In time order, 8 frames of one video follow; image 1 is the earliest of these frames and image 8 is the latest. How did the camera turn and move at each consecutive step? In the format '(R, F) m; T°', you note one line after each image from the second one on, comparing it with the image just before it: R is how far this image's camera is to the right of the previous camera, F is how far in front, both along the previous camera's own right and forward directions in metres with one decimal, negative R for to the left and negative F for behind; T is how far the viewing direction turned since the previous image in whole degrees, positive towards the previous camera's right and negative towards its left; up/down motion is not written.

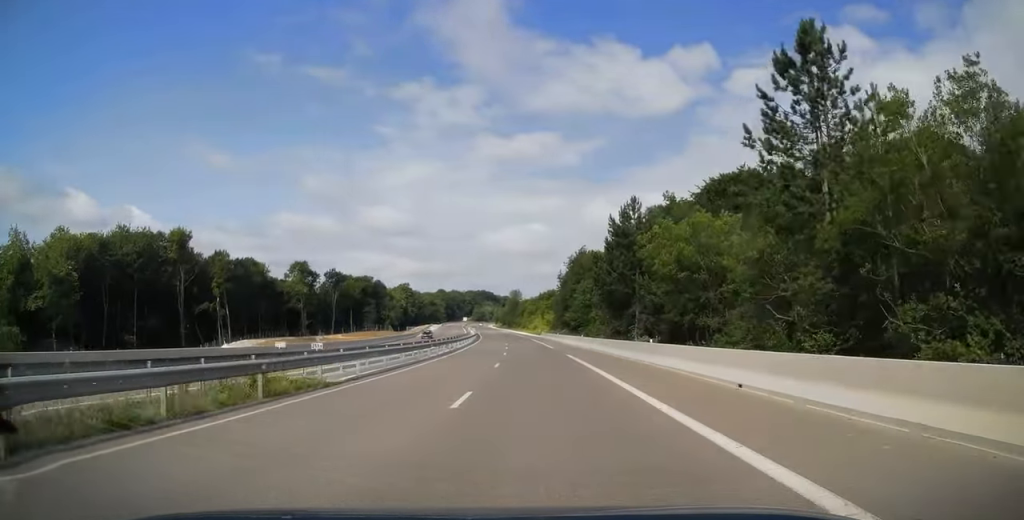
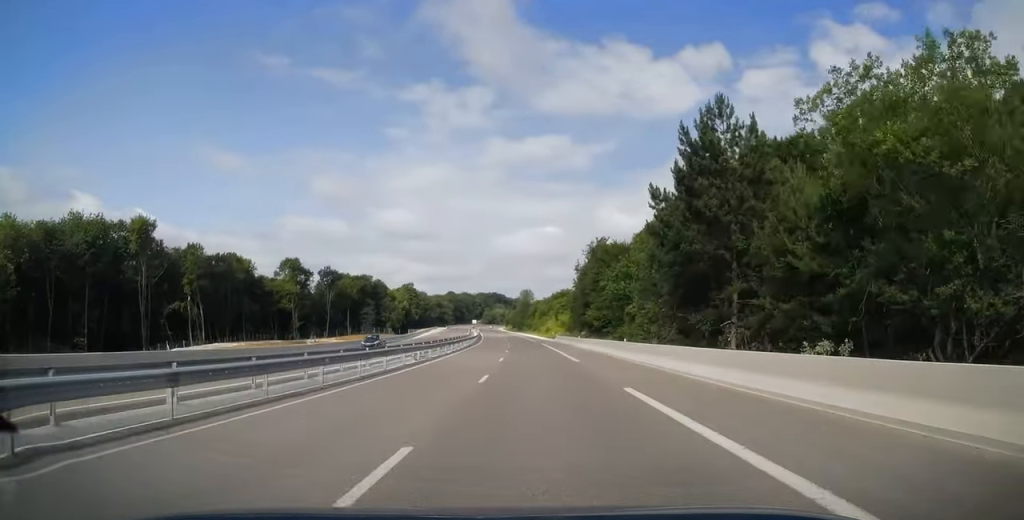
(-0.2, +19.9) m; -1°
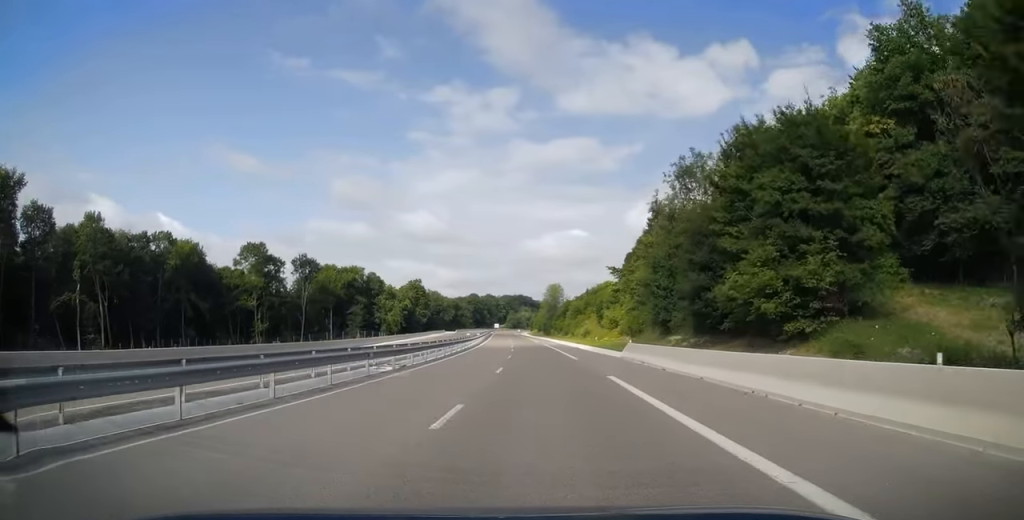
(-1.2, +47.8) m; -3°
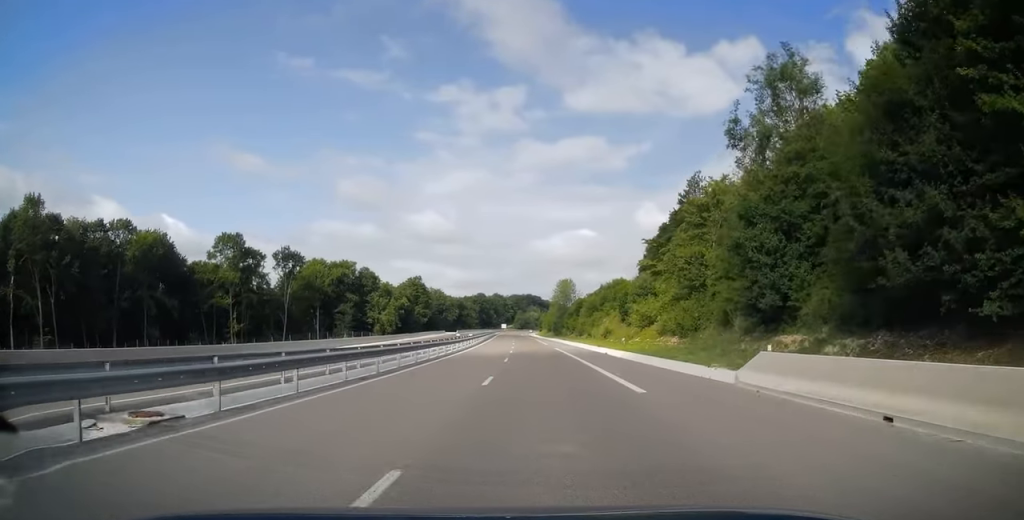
(-0.2, +18.8) m; -1°
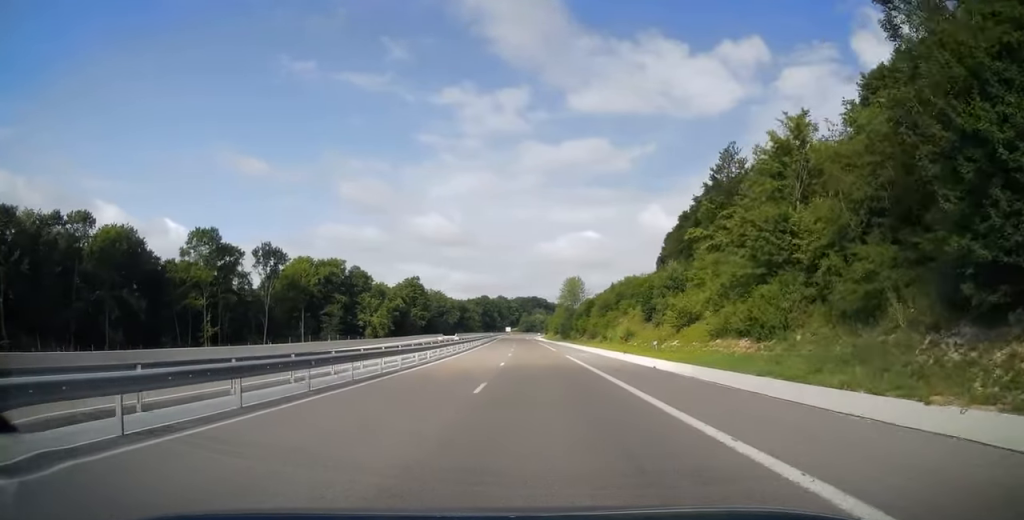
(+0.1, +15.0) m; -1°
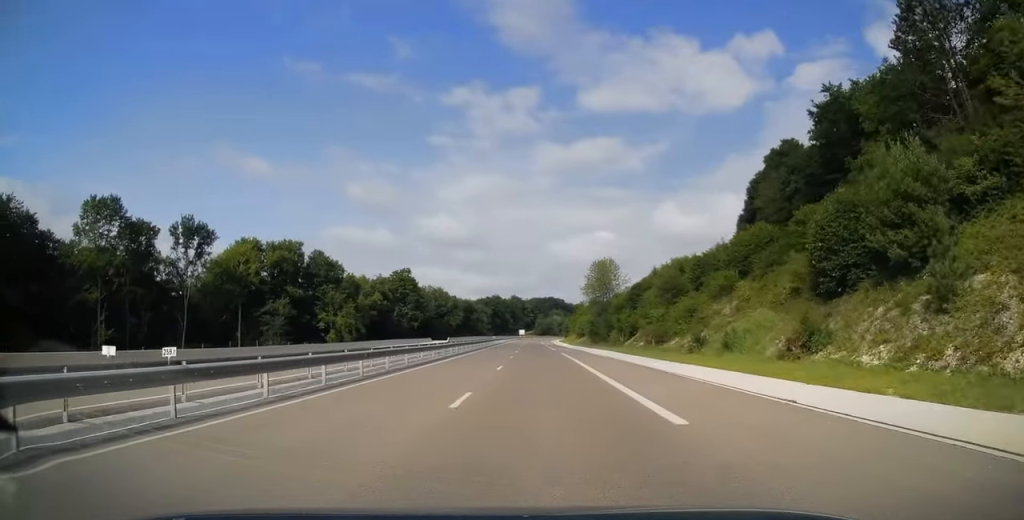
(-0.6, +42.1) m; -1°
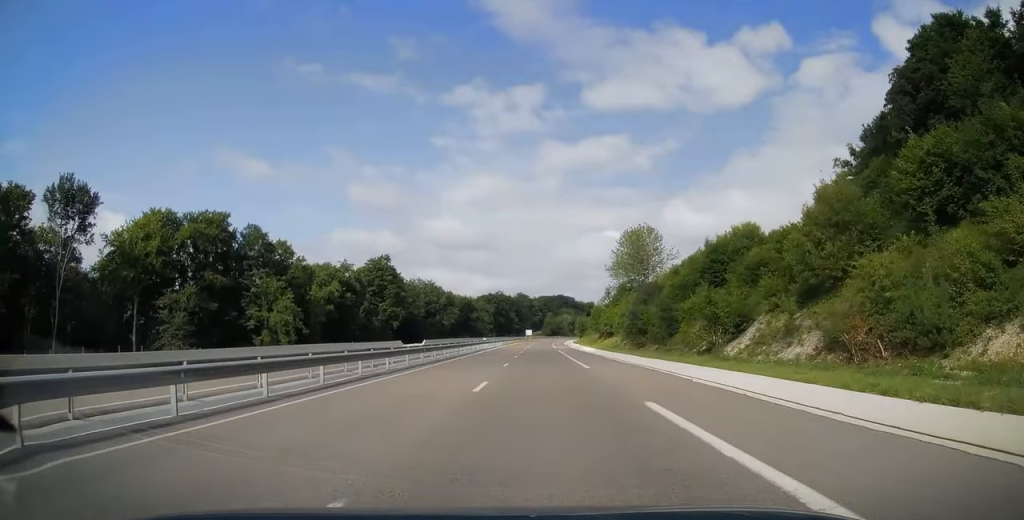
(0.0, +35.9) m; 0°
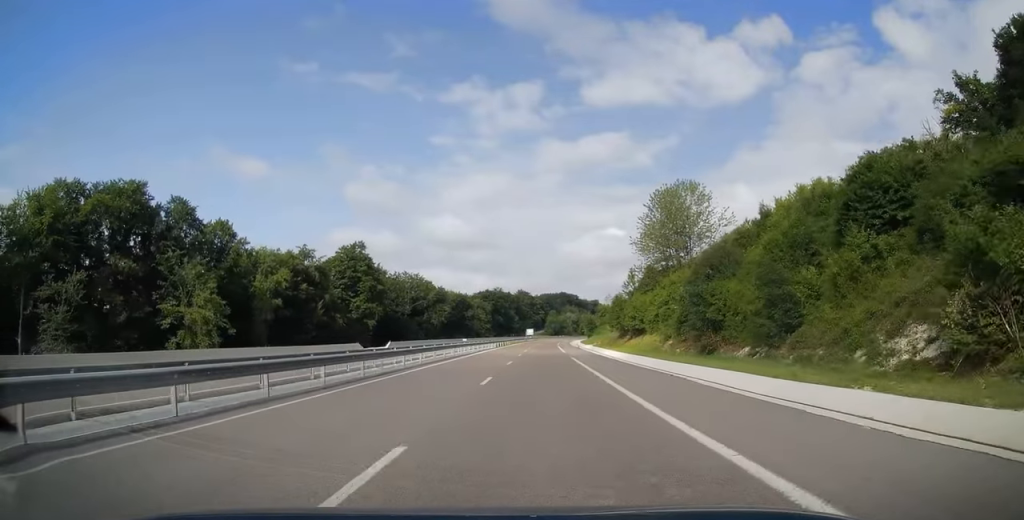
(0.0, +23.8) m; 0°
